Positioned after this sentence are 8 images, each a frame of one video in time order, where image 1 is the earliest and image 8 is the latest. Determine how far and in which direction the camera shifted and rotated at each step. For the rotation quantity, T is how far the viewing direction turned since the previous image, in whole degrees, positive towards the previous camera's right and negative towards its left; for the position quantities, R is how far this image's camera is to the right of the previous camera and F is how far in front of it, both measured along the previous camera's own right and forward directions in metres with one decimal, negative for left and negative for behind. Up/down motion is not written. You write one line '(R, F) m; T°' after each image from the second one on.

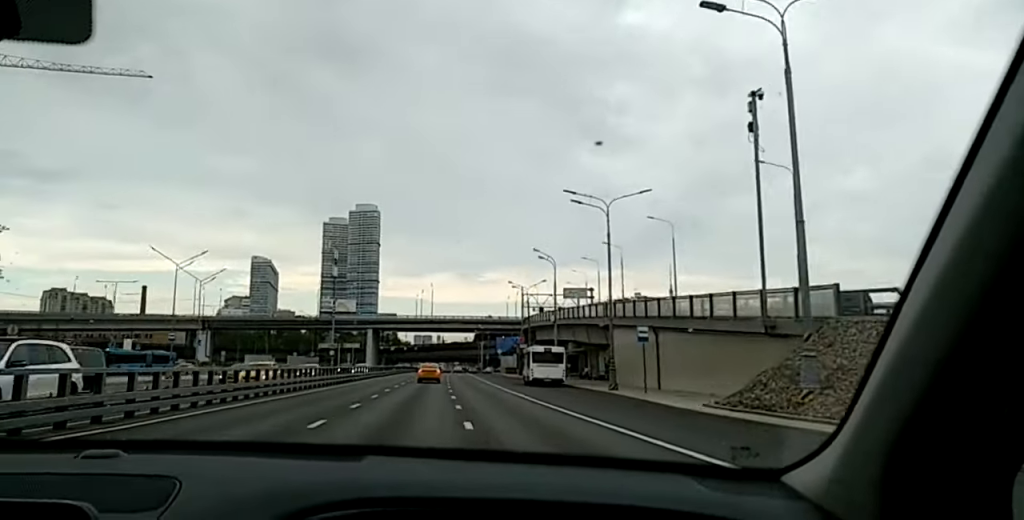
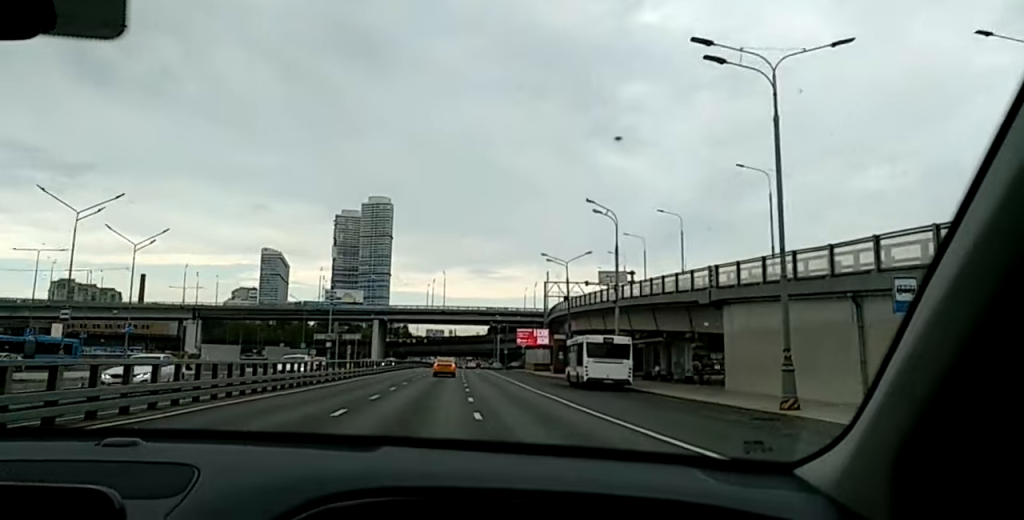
(+0.4, +22.4) m; +1°
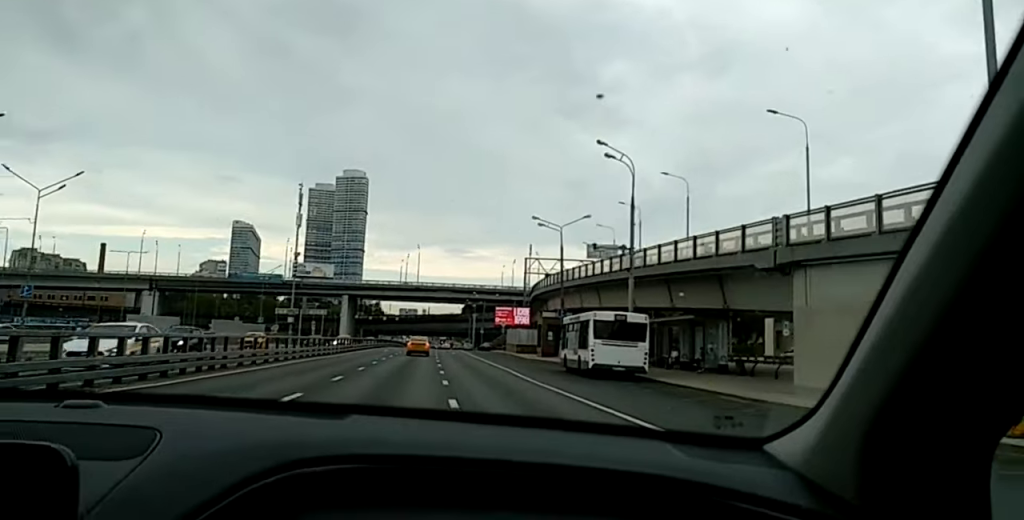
(0.0, +10.9) m; 0°
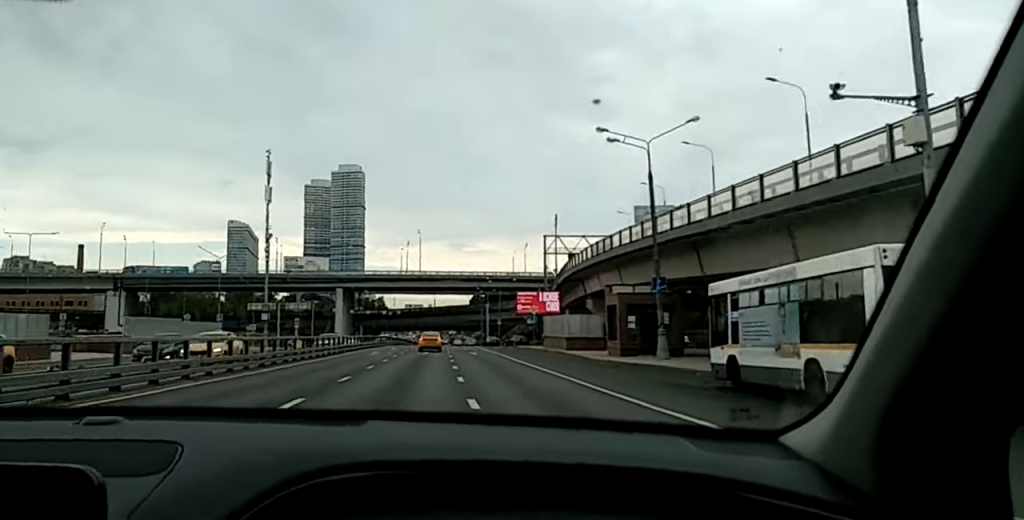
(+0.2, +24.9) m; 0°
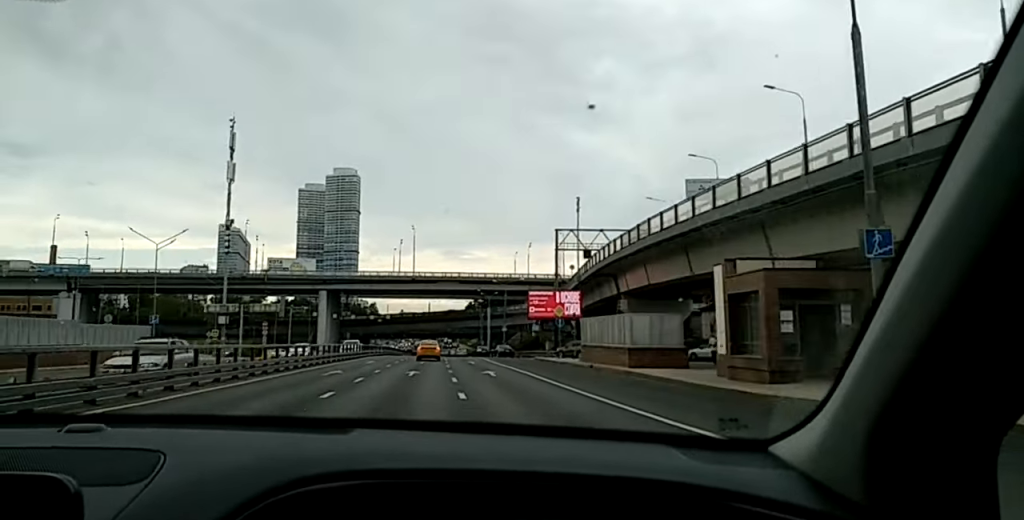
(-0.1, +18.7) m; -1°
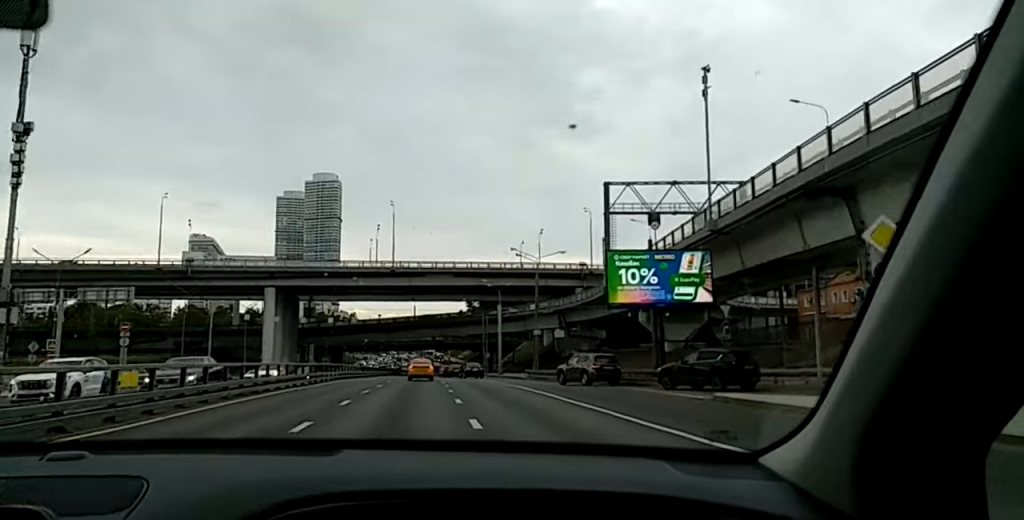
(-0.9, +44.0) m; -1°
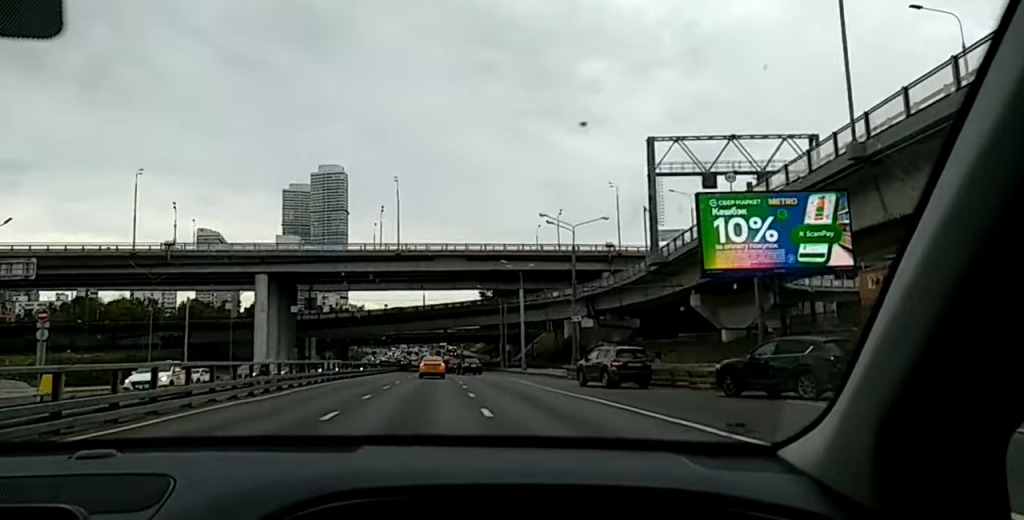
(+0.1, +15.0) m; 0°
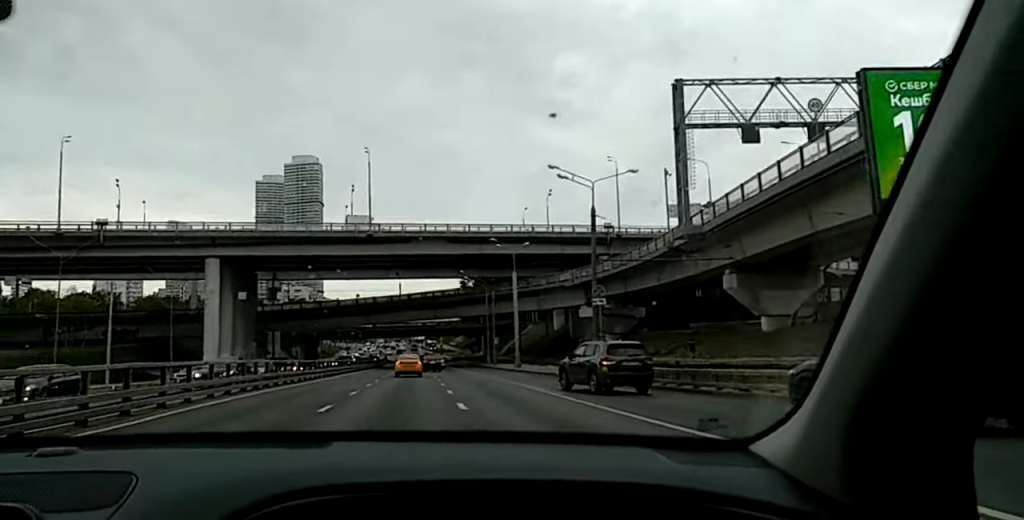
(0.0, +14.1) m; -1°
